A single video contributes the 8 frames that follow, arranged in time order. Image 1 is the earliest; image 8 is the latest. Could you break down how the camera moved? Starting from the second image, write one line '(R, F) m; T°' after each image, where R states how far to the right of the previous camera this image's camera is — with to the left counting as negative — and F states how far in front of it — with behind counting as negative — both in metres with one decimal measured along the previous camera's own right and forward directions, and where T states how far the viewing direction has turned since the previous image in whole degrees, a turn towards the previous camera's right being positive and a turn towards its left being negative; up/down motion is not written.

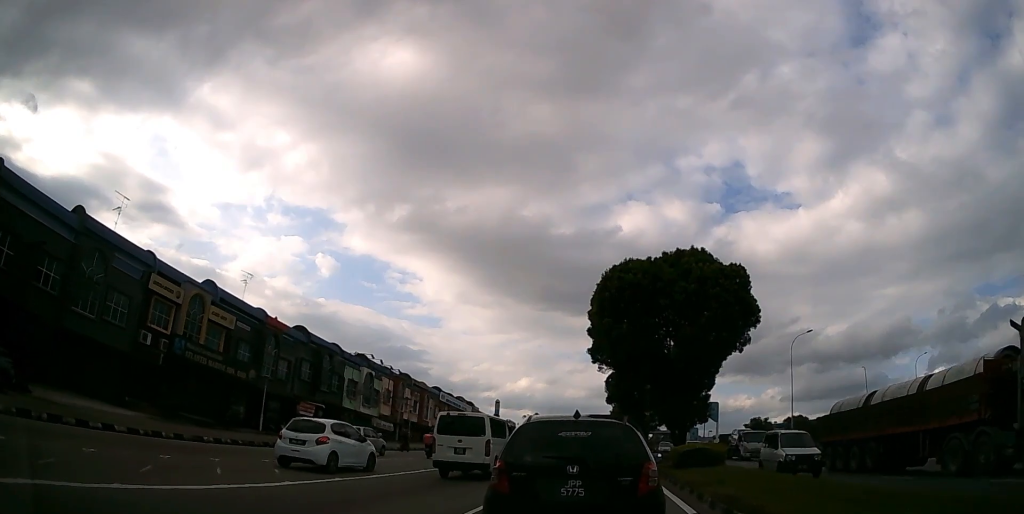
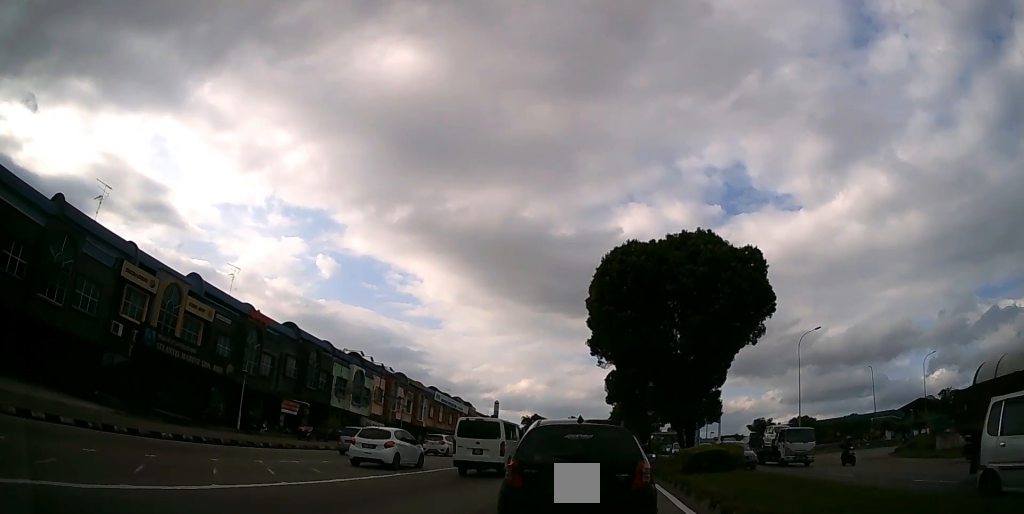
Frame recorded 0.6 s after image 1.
(0.0, +2.5) m; 0°
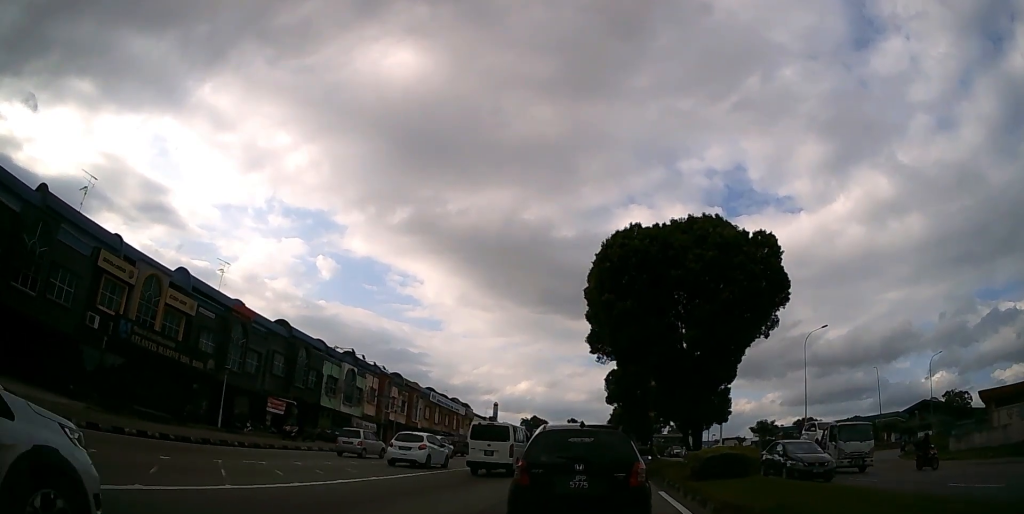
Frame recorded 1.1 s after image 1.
(0.0, +1.9) m; 0°
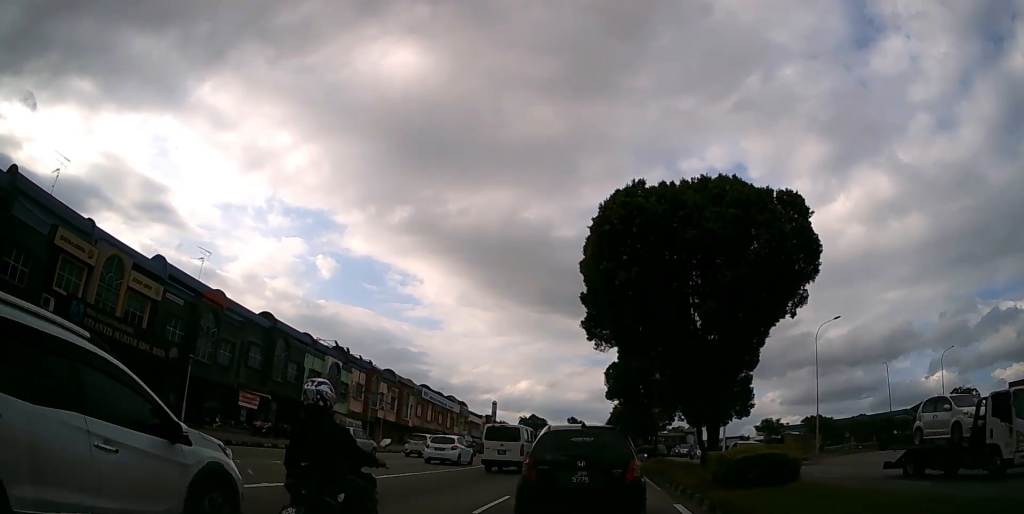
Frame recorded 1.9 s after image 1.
(0.0, +3.0) m; +1°
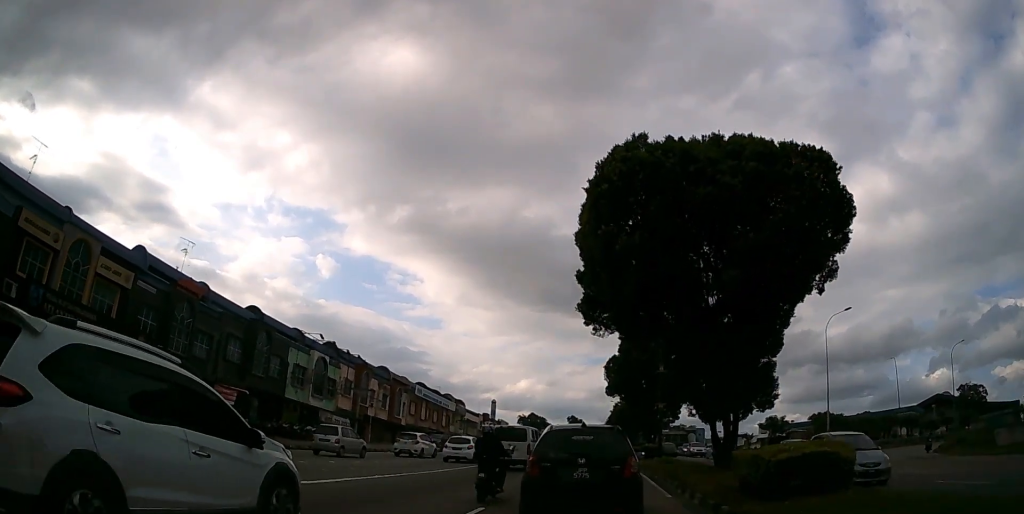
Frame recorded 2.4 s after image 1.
(+0.1, +2.6) m; 0°
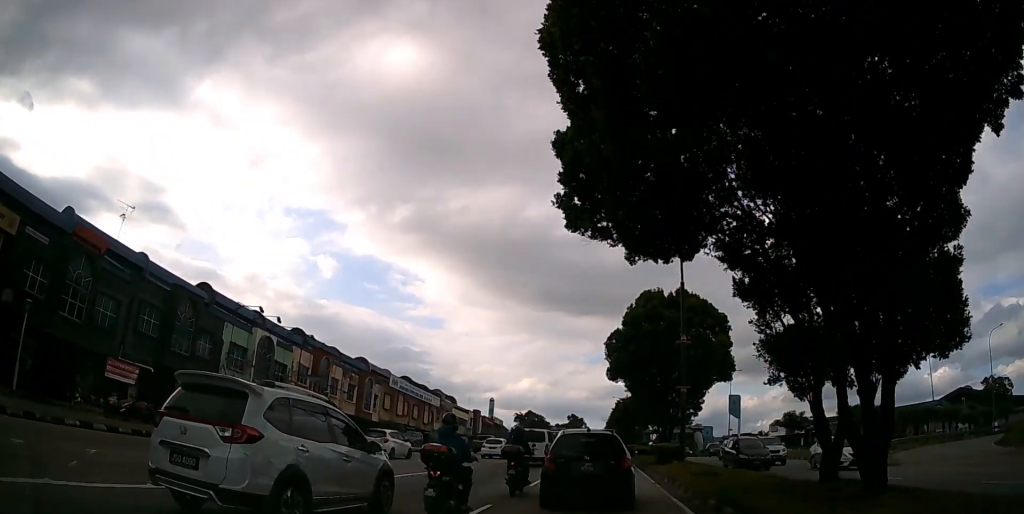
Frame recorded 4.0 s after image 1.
(-0.1, +9.0) m; -1°
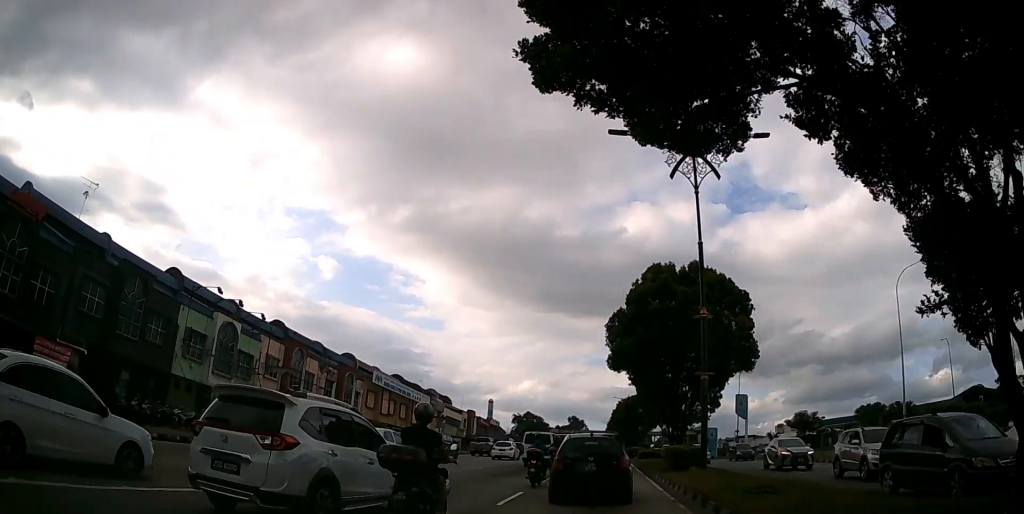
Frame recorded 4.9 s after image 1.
(+0.1, +4.7) m; -1°
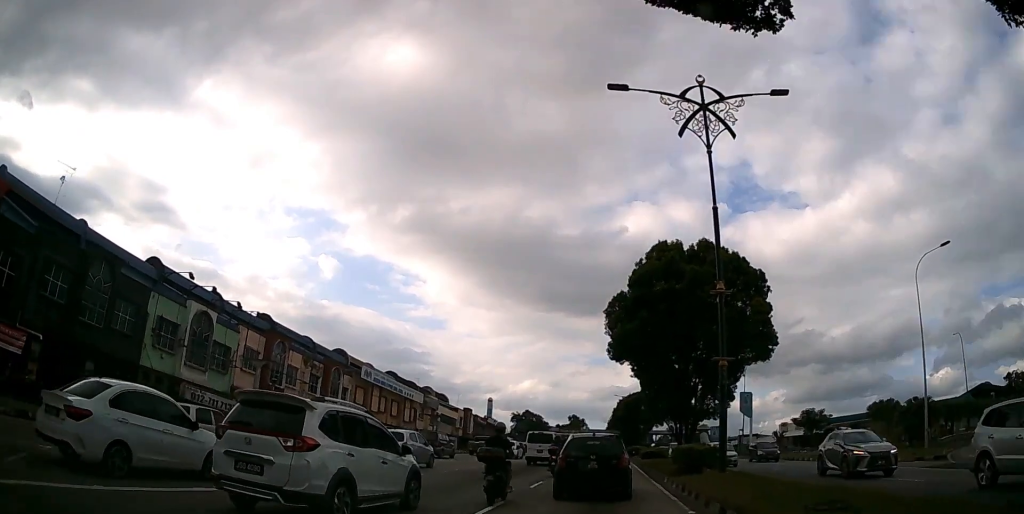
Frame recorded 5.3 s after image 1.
(-0.1, +2.7) m; 0°
